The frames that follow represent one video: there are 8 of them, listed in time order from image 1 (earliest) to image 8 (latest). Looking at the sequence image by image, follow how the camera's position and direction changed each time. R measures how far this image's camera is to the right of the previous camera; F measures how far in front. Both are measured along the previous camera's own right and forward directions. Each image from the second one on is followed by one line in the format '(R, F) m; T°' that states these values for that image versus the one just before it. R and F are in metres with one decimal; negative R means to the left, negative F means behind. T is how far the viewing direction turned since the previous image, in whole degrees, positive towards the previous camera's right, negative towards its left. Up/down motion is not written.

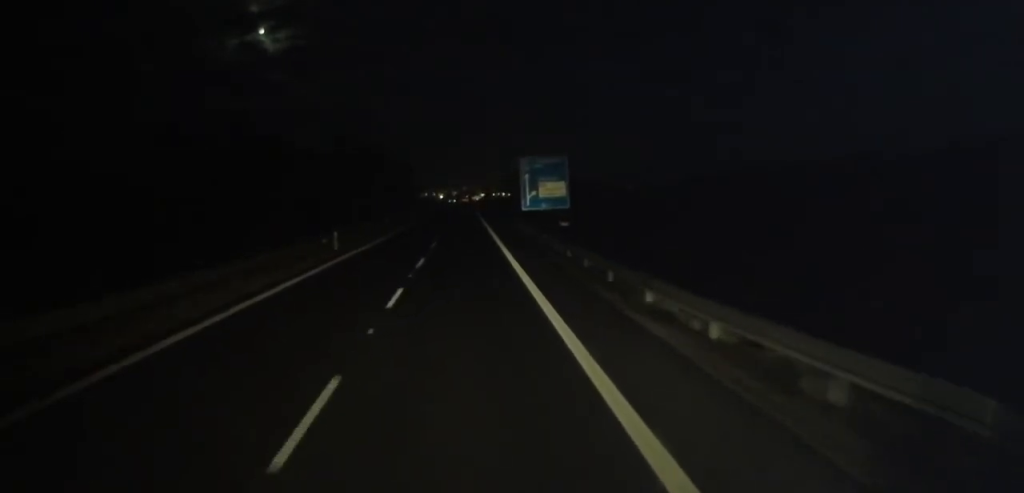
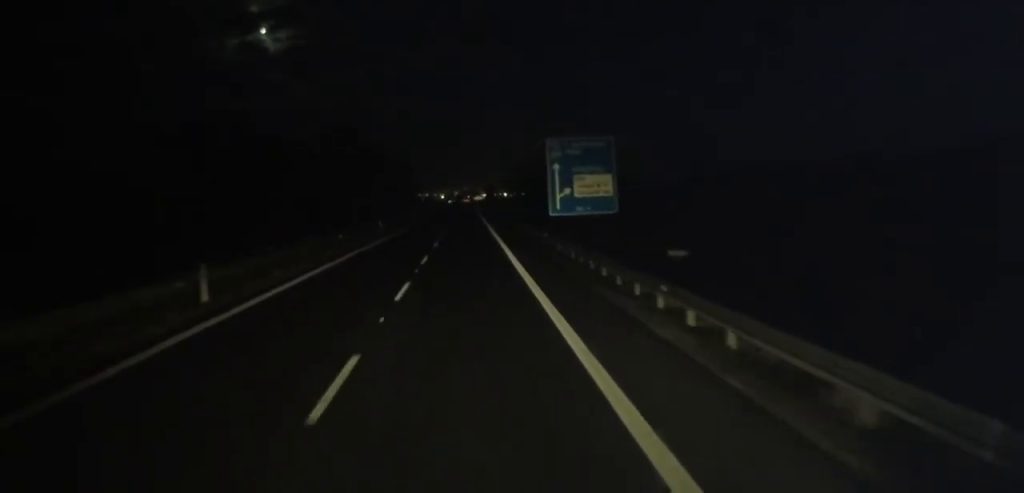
(-0.5, +16.6) m; +1°
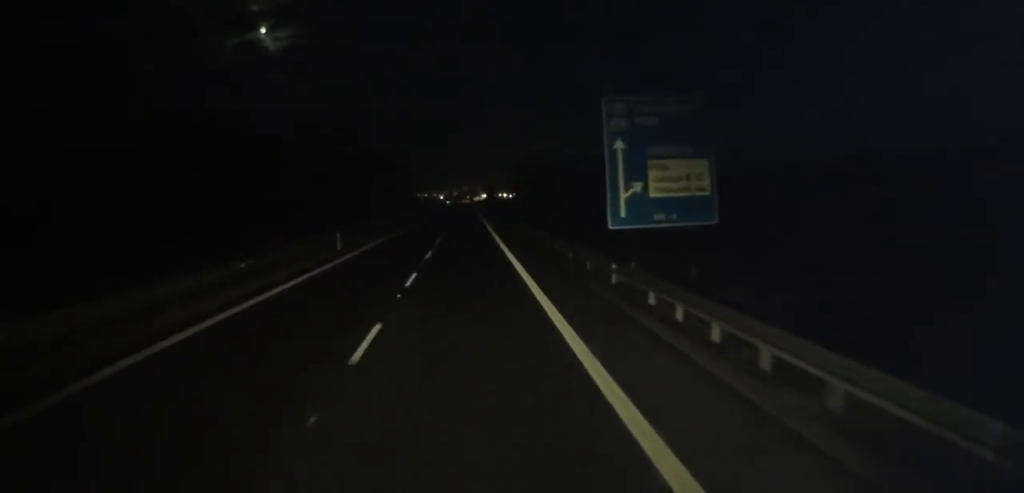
(+0.8, +15.2) m; 0°
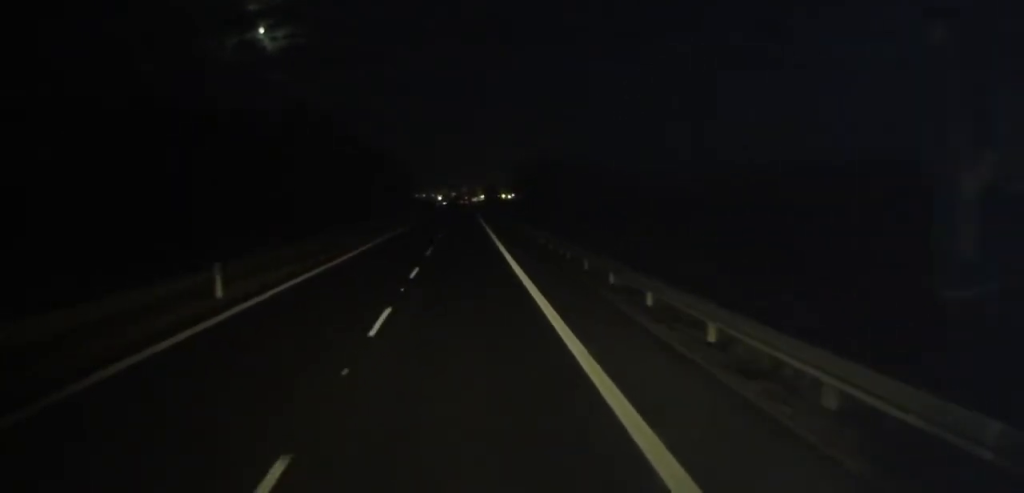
(-0.3, +15.9) m; -1°
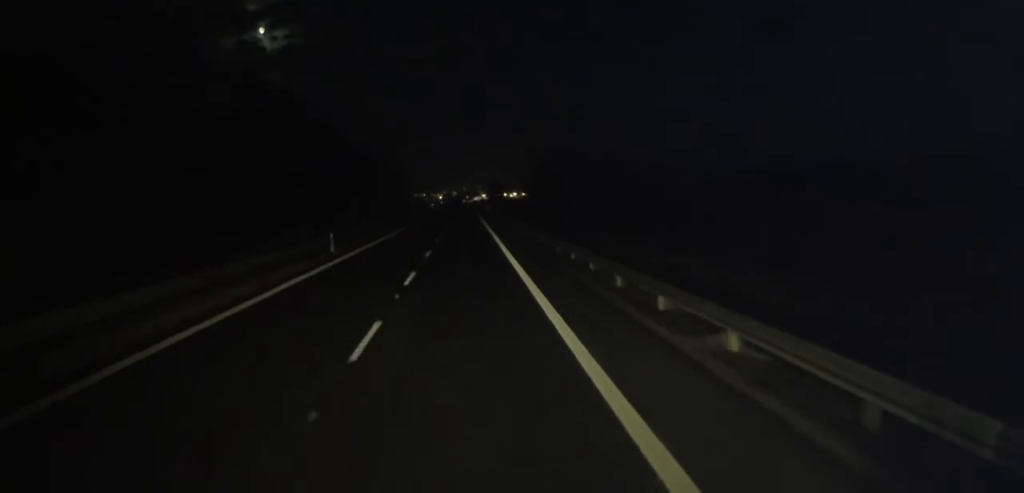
(-0.1, +28.8) m; 0°
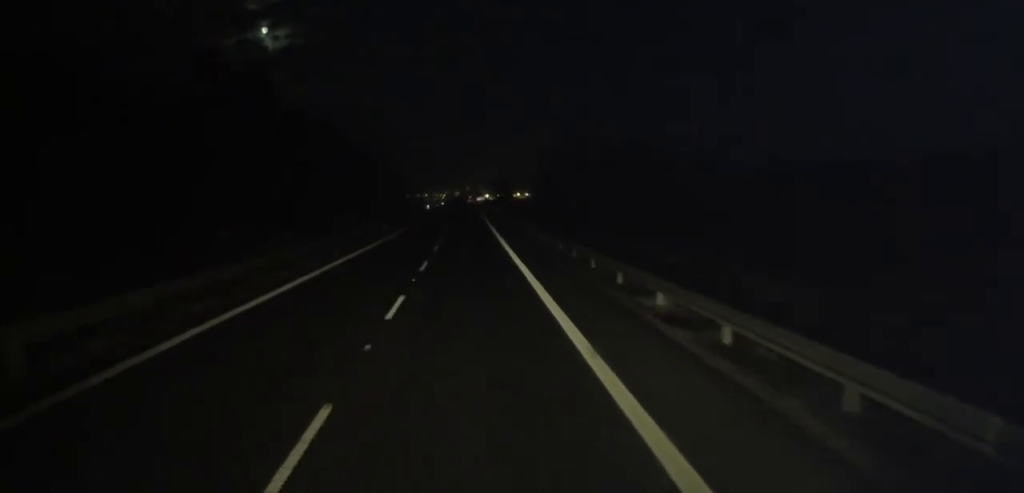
(-0.4, +23.1) m; 0°
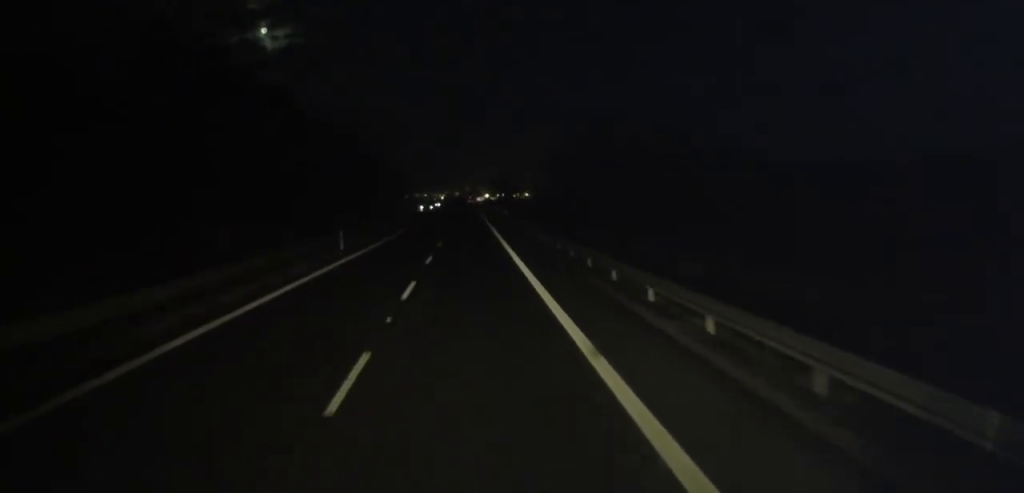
(+0.4, +15.0) m; 0°
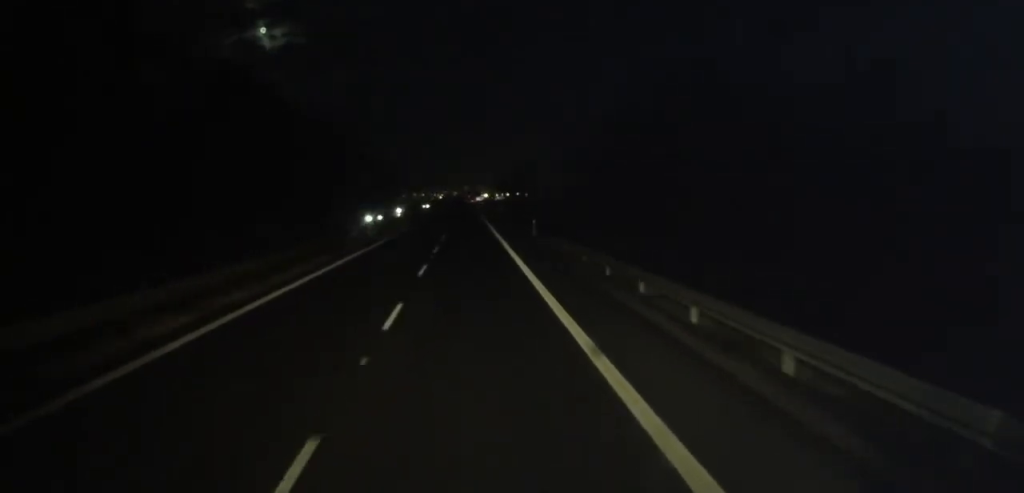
(-0.4, +30.7) m; 0°
